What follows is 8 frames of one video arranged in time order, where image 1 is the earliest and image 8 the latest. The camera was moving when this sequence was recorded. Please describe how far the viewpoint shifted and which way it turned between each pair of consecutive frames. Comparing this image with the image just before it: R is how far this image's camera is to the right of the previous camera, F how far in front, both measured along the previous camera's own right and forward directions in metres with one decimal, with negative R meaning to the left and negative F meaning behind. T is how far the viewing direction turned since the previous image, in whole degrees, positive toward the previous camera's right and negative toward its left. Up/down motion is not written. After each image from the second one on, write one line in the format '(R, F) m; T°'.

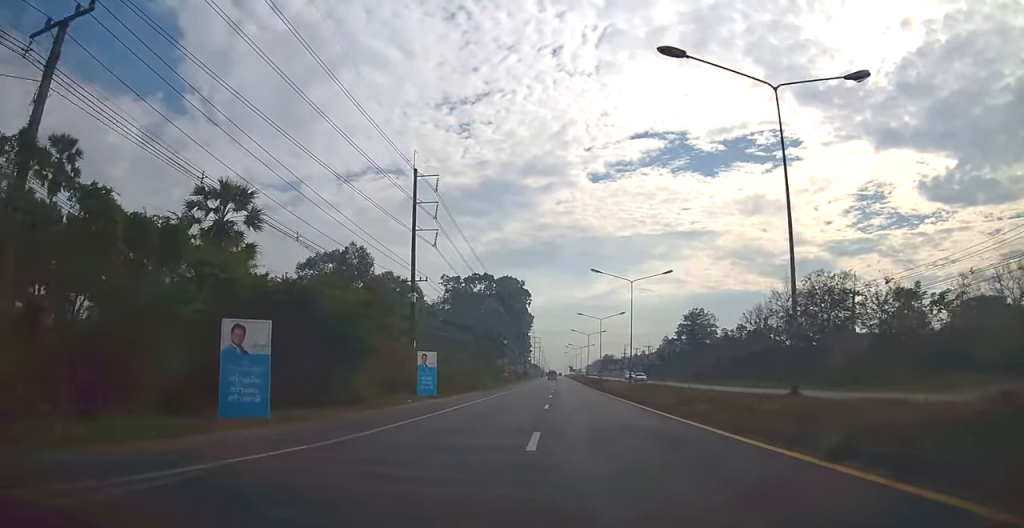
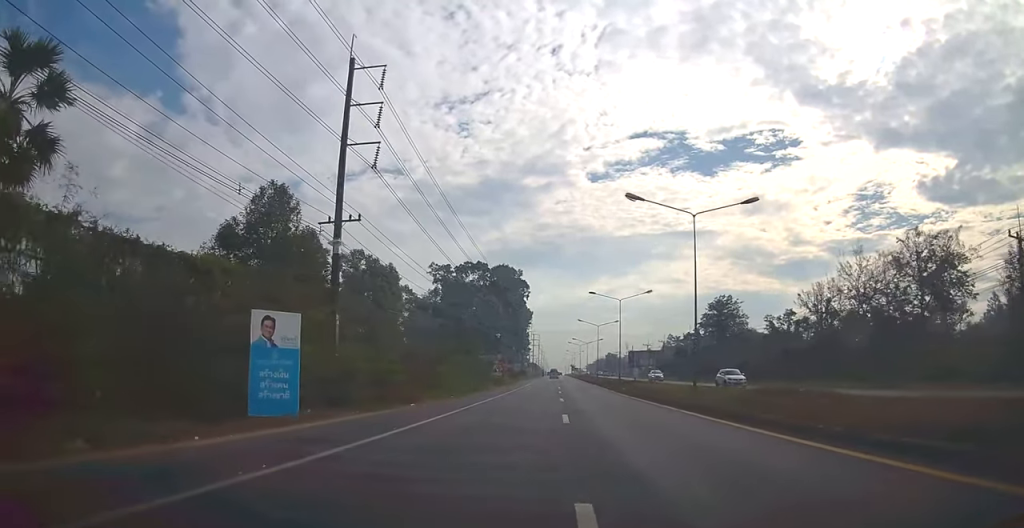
(-0.1, +19.3) m; 0°
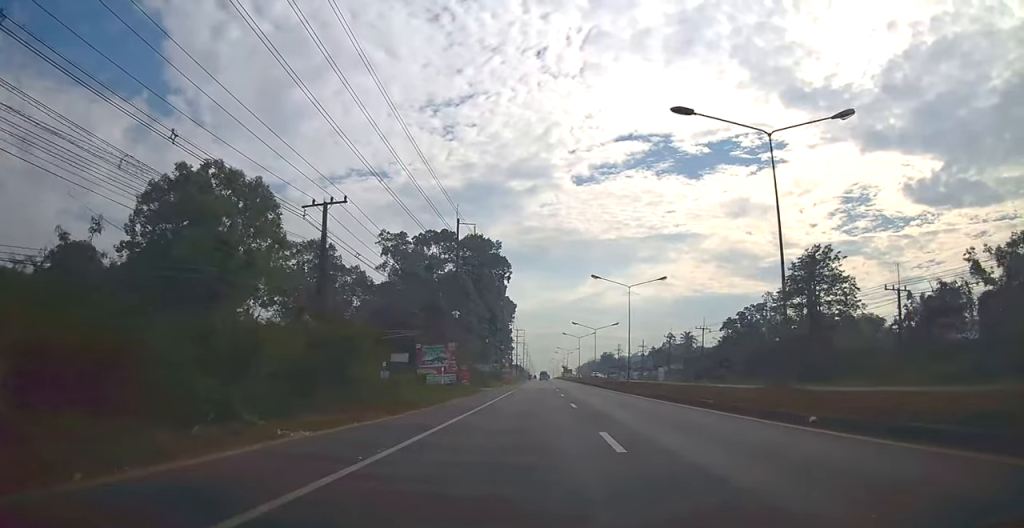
(-0.2, +43.0) m; 0°
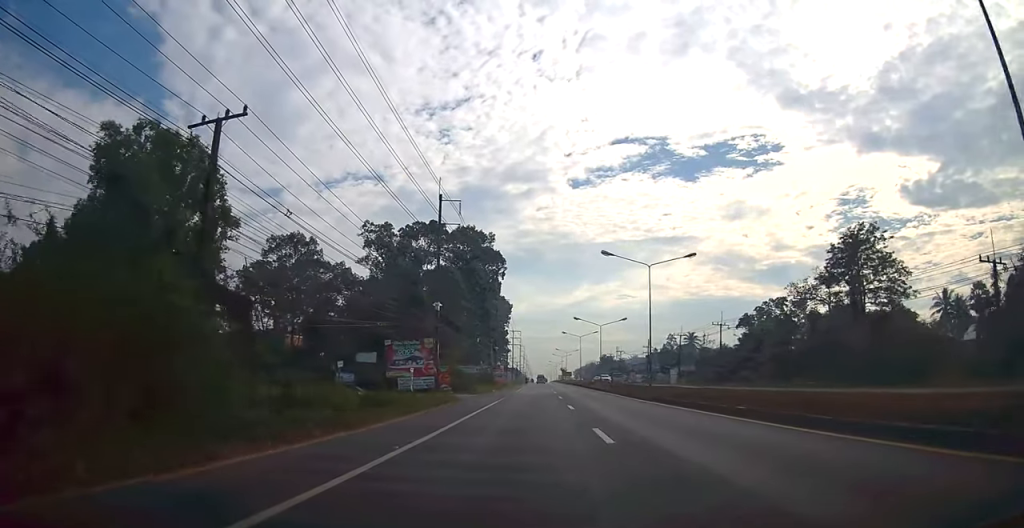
(0.0, +10.9) m; 0°
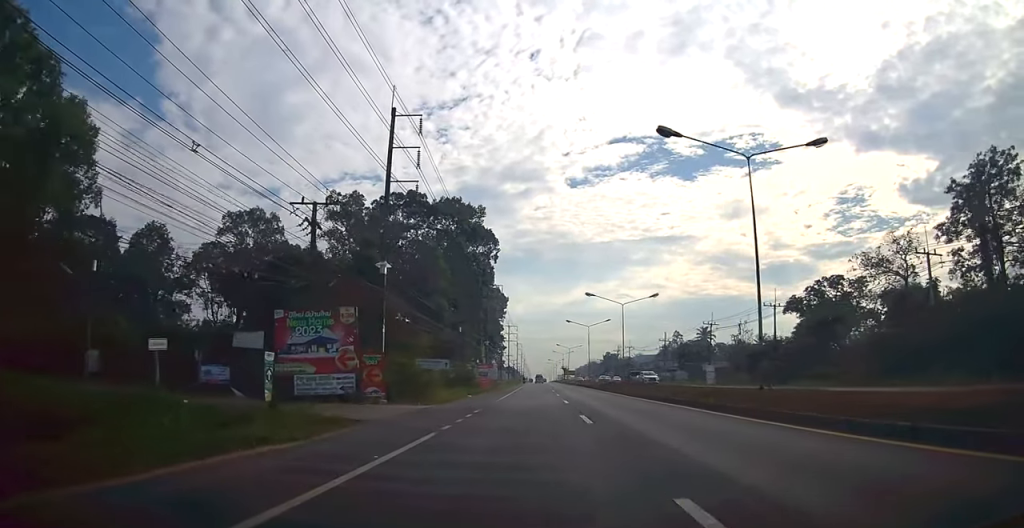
(+0.2, +20.6) m; 0°
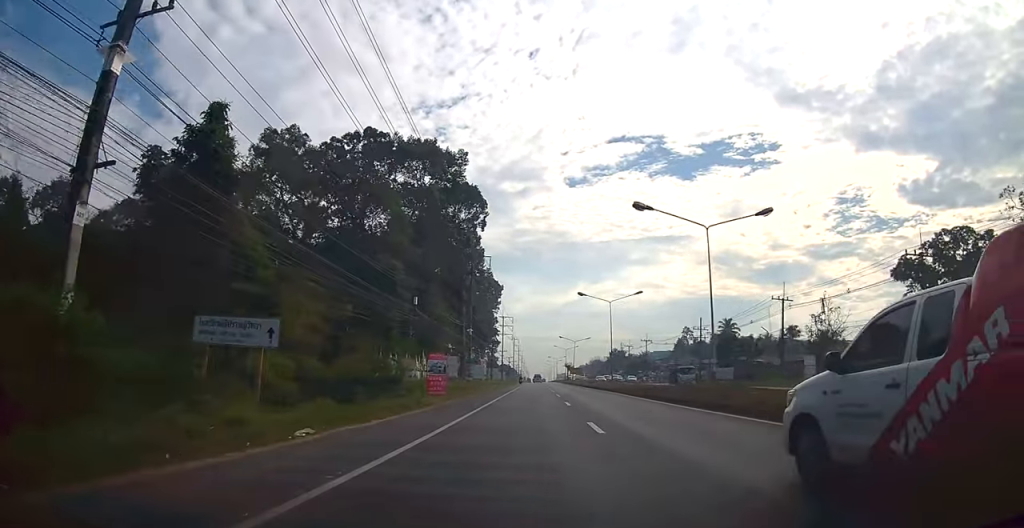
(0.0, +26.9) m; +1°
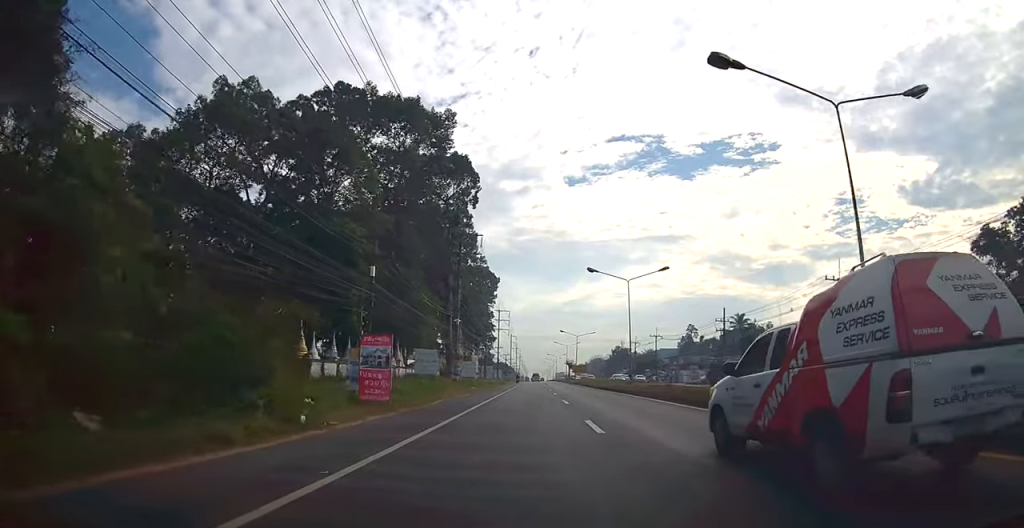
(+0.1, +12.6) m; +2°
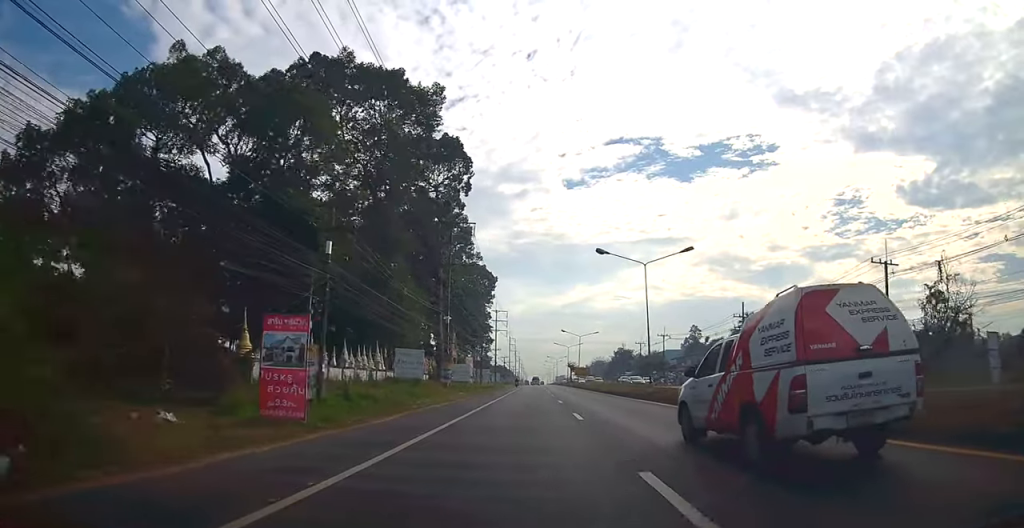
(-0.1, +7.8) m; +1°
